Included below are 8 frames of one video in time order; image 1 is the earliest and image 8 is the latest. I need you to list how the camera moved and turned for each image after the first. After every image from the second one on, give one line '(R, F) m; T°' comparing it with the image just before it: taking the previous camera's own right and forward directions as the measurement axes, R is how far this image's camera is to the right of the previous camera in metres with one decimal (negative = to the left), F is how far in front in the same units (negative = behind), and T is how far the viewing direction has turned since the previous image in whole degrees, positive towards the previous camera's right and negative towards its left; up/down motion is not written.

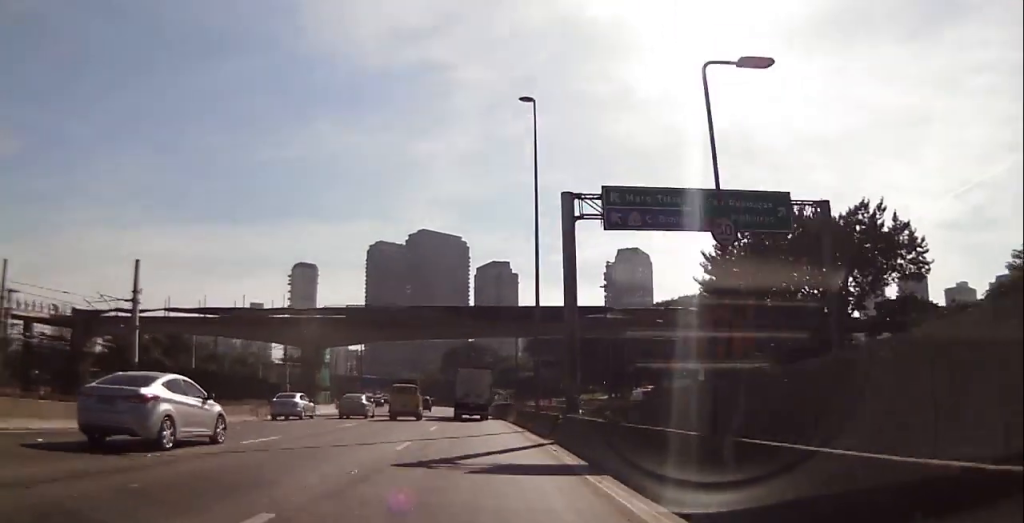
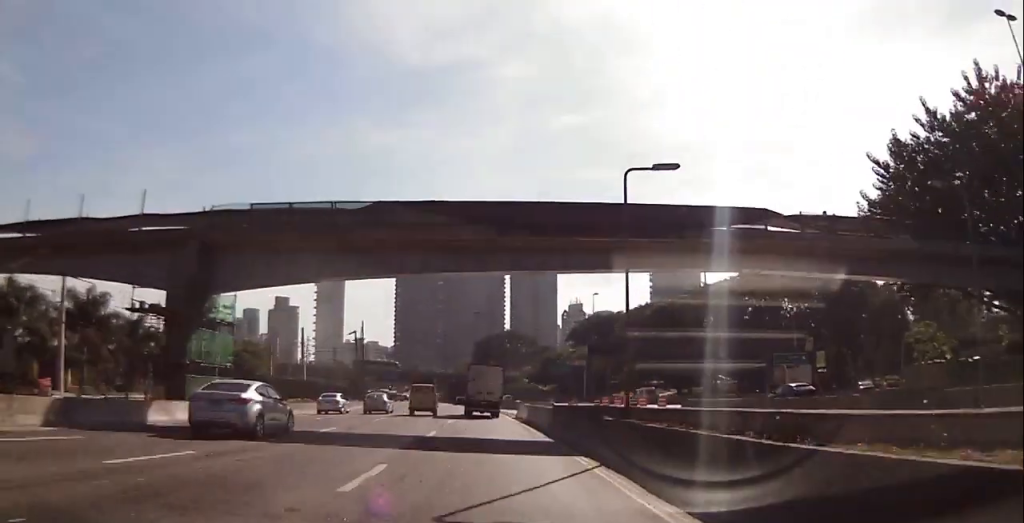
(-1.1, +30.3) m; -2°
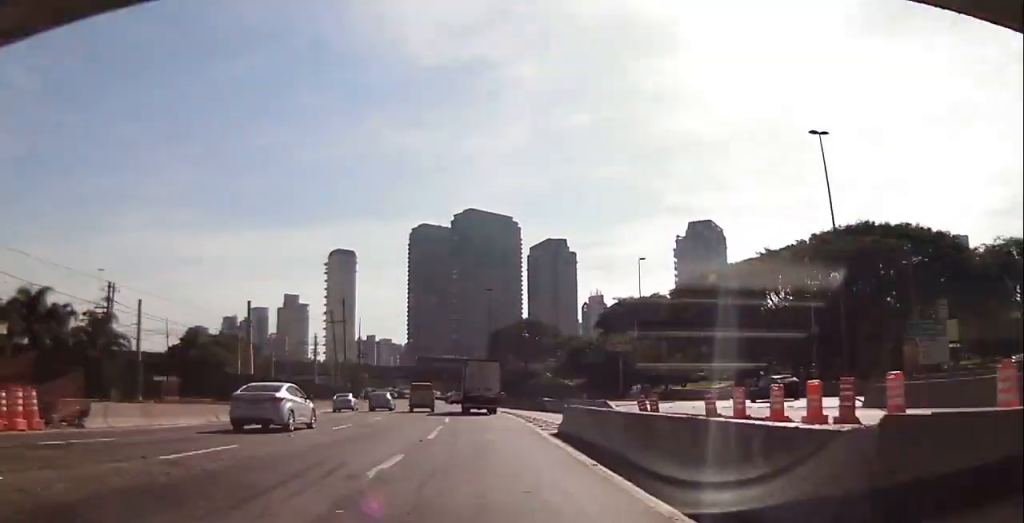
(-0.2, +22.1) m; -2°
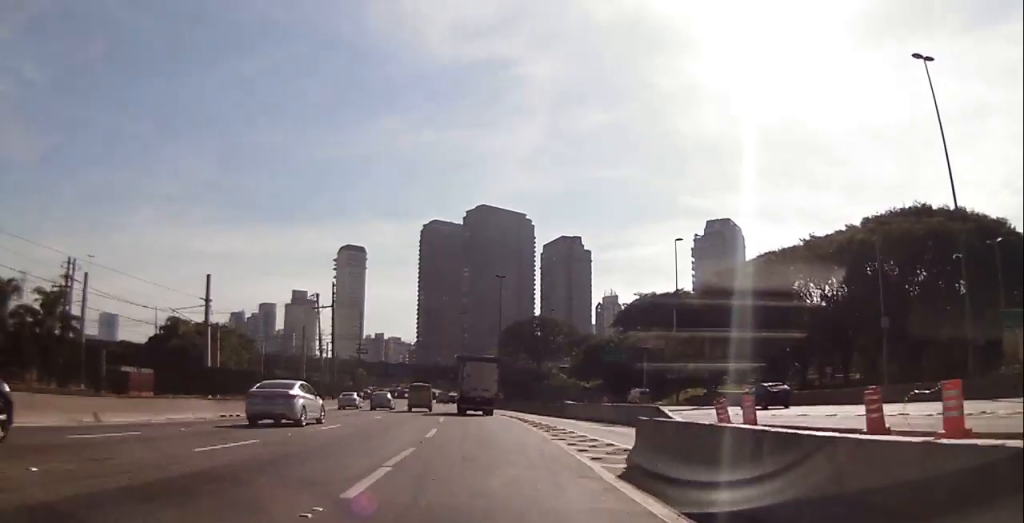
(-0.4, +11.0) m; -1°
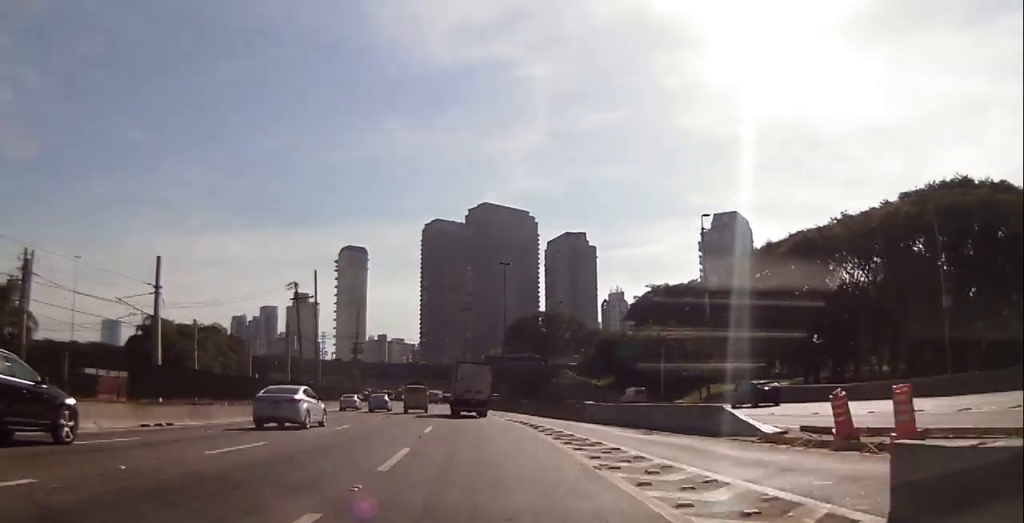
(+0.2, +8.3) m; -1°
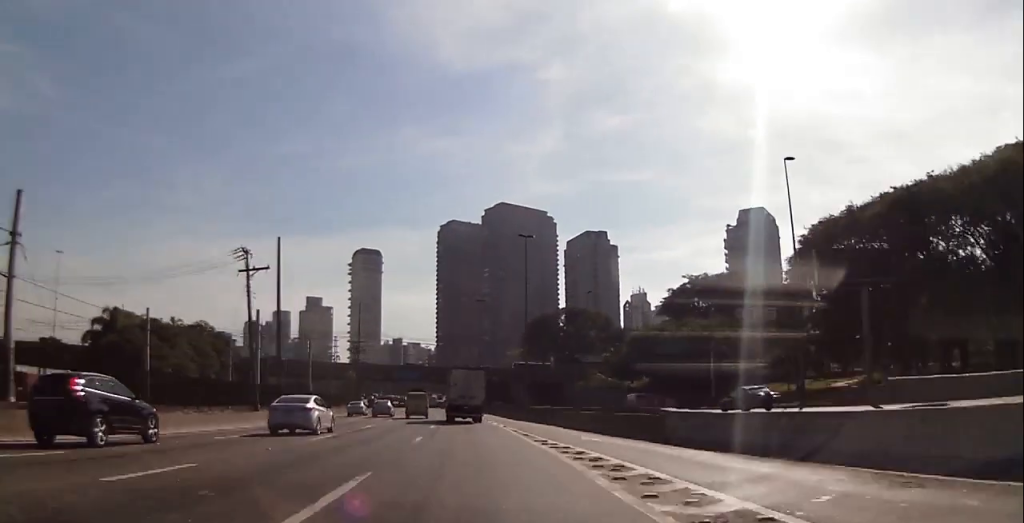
(-0.3, +15.5) m; -2°
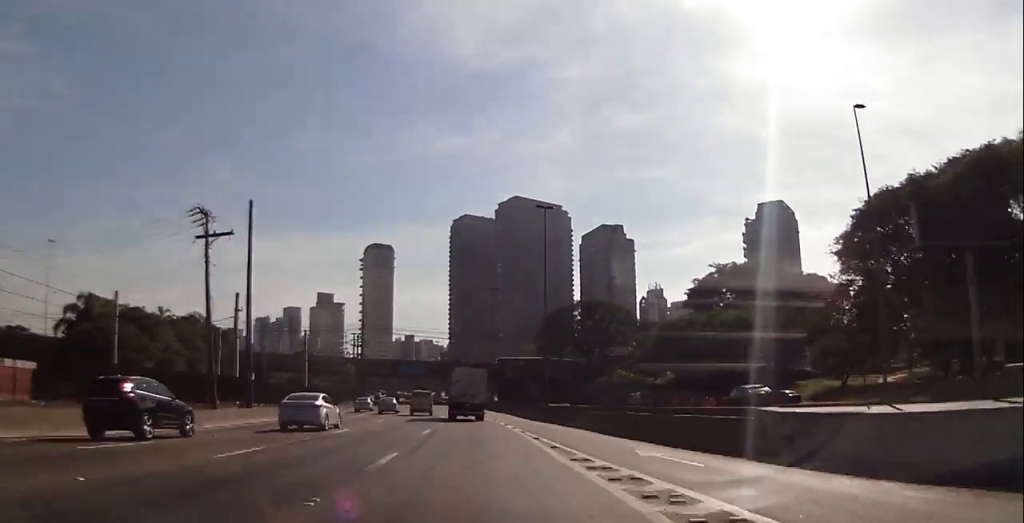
(-0.3, +8.4) m; -1°
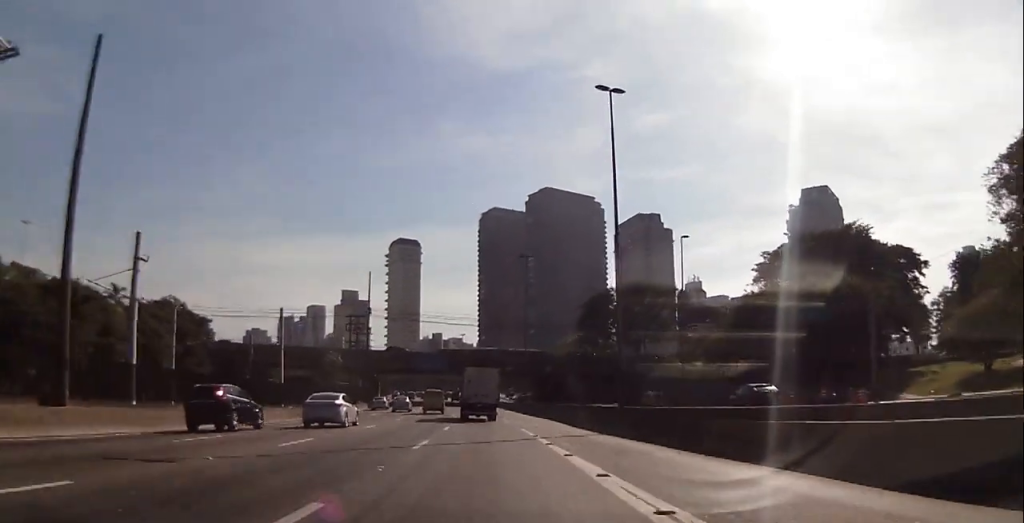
(-0.1, +20.7) m; 0°
